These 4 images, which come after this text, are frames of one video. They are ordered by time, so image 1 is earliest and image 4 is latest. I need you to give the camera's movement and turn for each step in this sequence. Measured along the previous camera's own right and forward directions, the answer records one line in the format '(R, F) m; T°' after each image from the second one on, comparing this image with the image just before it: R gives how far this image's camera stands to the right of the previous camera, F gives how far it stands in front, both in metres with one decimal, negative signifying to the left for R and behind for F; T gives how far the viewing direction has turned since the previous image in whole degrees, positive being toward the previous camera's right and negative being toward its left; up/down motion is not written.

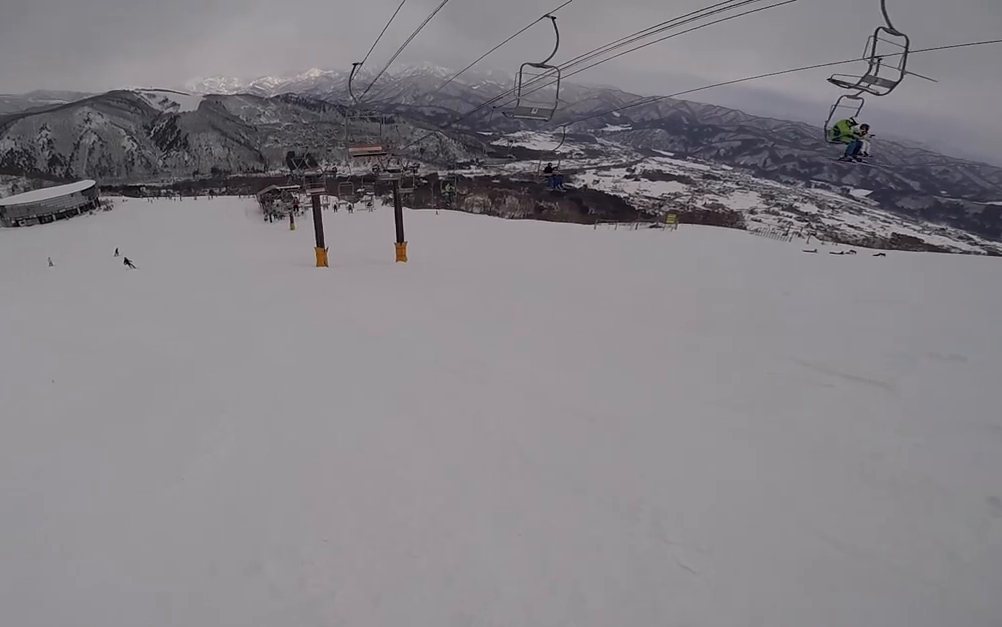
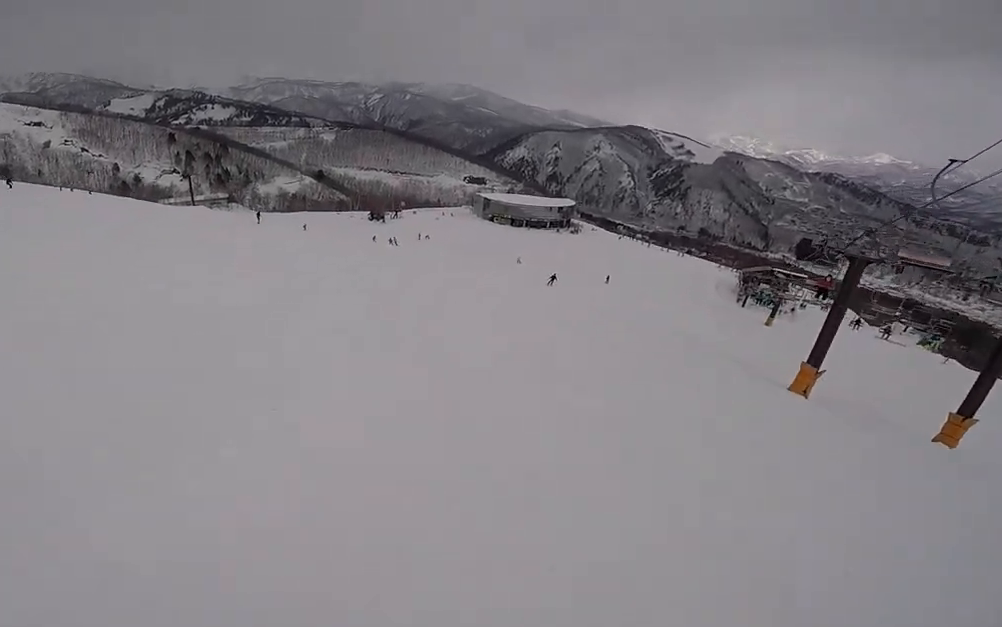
(-2.8, +4.6) m; -54°
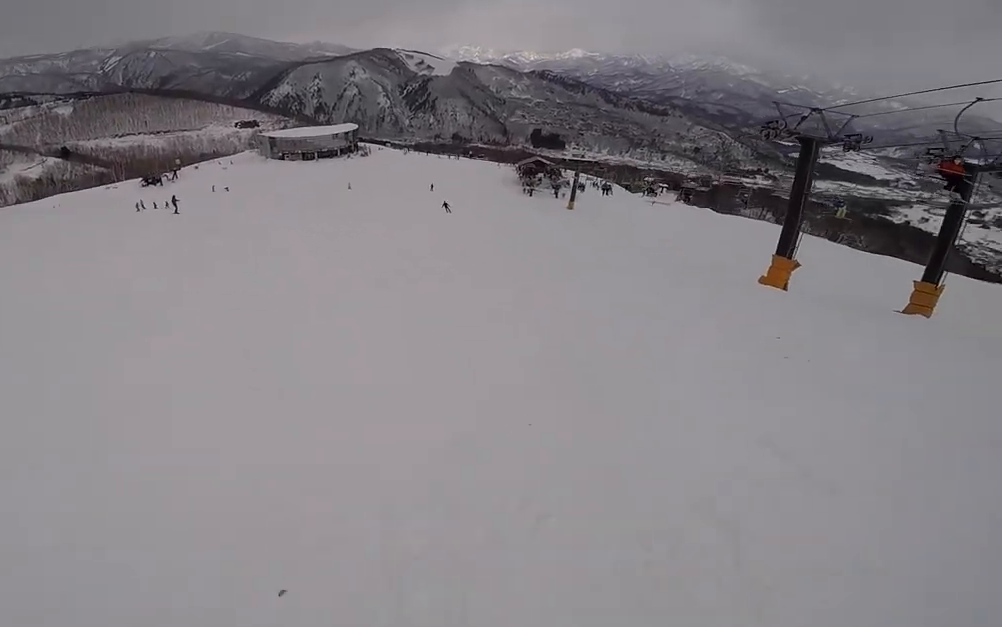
(-1.7, +10.4) m; +10°
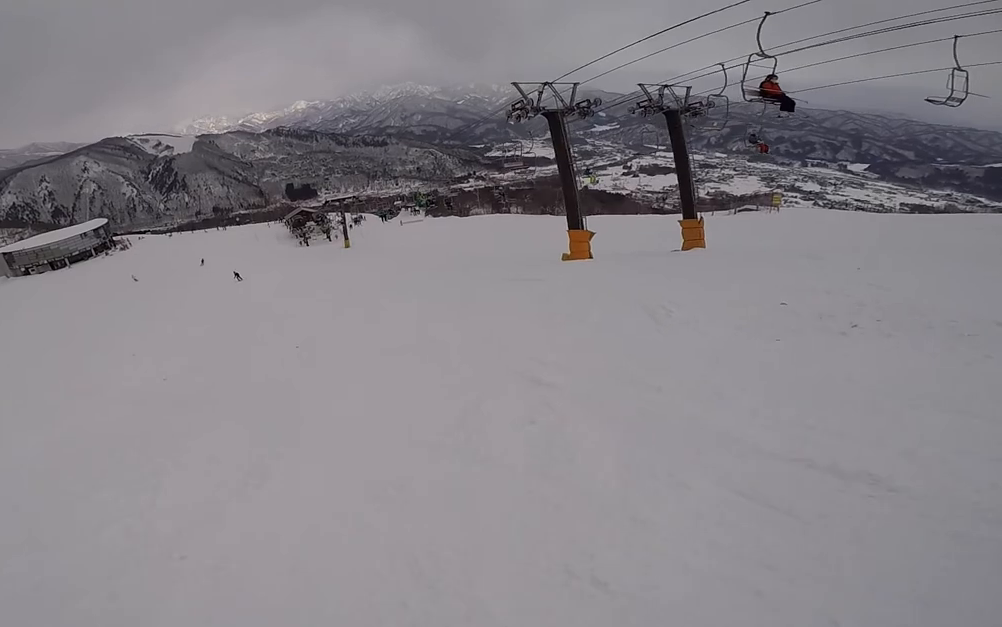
(+0.1, +3.1) m; +31°
